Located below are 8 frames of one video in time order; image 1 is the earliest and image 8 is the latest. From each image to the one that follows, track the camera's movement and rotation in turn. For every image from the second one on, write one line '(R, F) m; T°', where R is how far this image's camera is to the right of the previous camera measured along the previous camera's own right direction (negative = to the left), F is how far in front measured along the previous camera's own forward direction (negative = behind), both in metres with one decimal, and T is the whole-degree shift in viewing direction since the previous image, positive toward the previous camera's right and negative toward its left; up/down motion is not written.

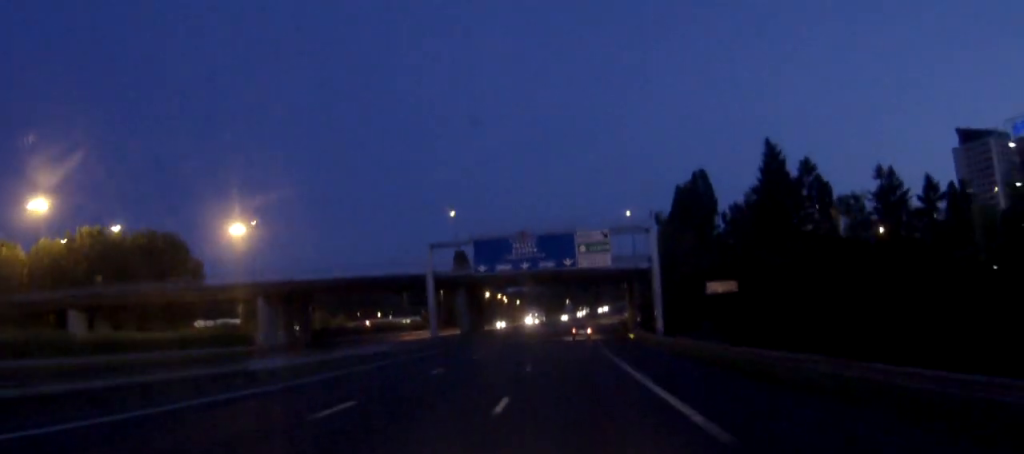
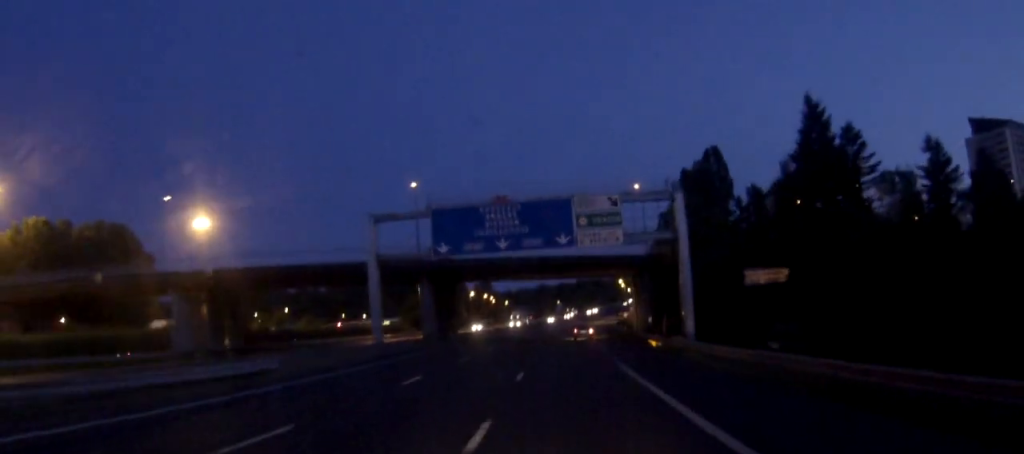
(+0.1, +17.1) m; +1°
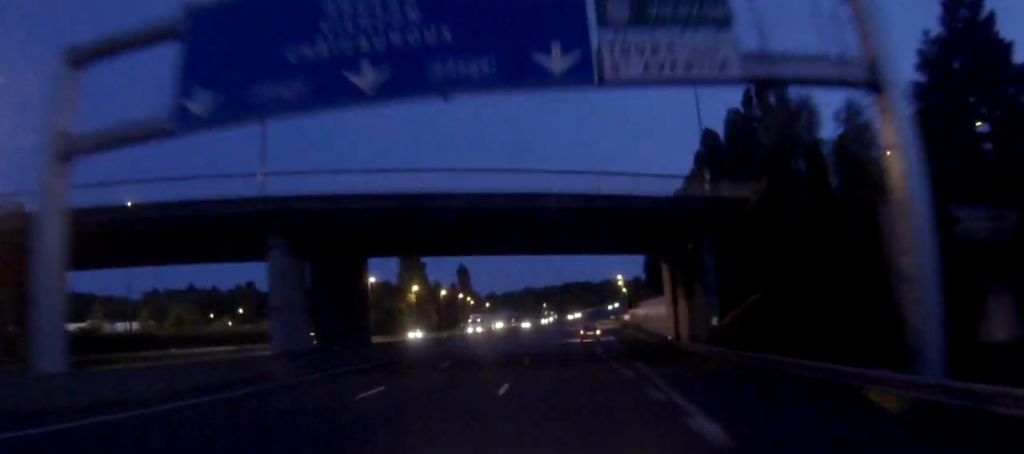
(+0.3, +30.6) m; +1°
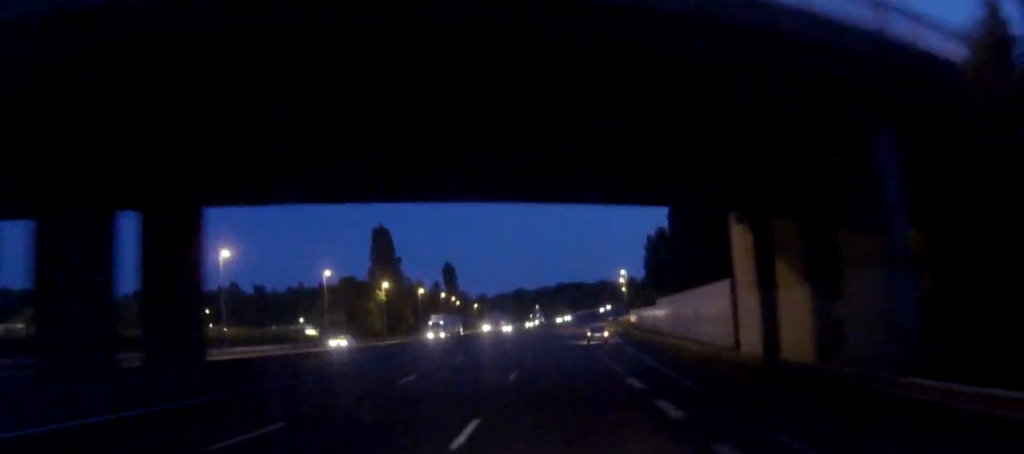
(+0.1, +20.7) m; 0°
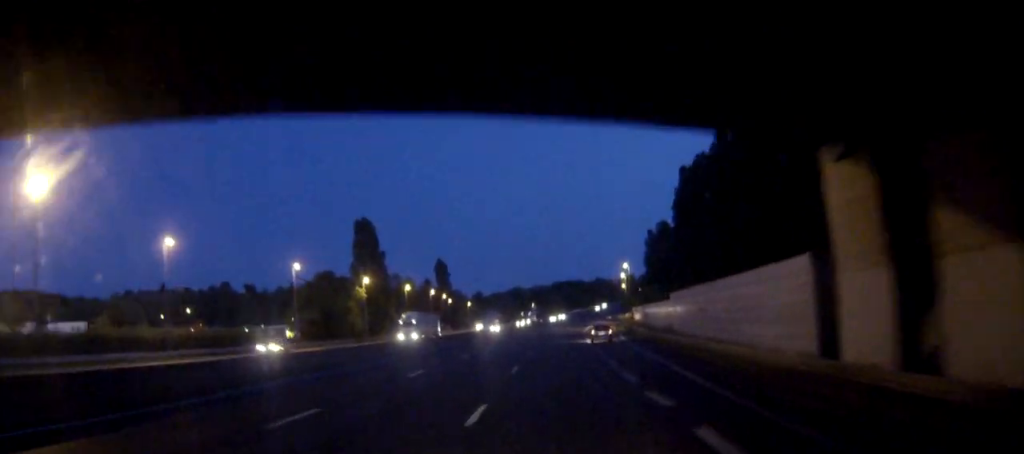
(0.0, +10.8) m; 0°
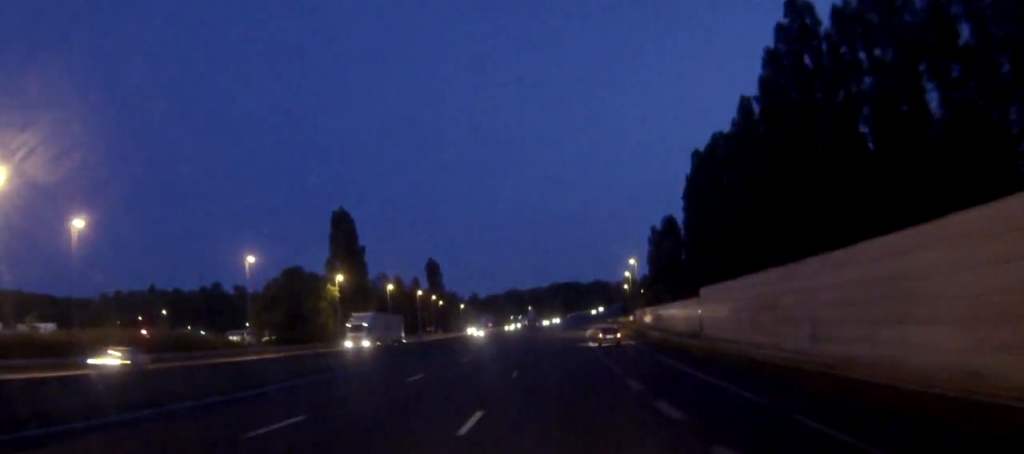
(+0.1, +13.6) m; 0°
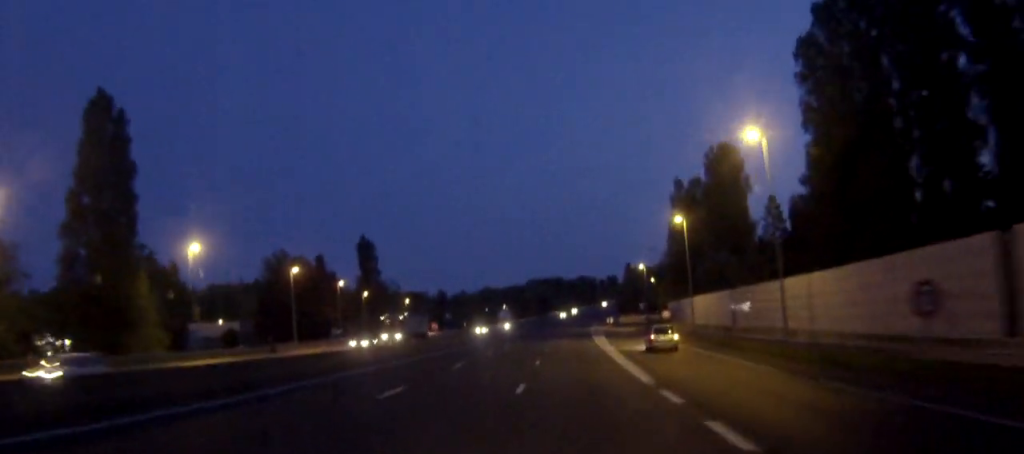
(+1.2, +70.4) m; +2°
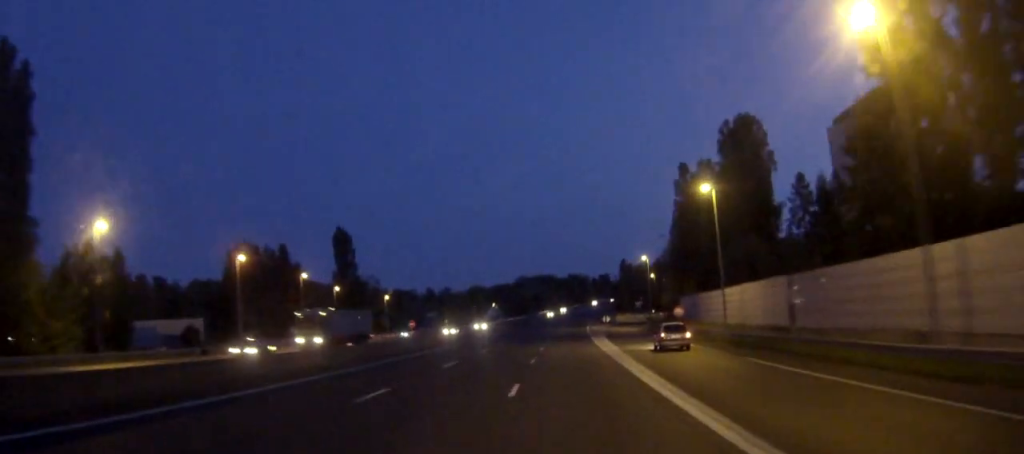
(+0.1, +14.7) m; 0°
